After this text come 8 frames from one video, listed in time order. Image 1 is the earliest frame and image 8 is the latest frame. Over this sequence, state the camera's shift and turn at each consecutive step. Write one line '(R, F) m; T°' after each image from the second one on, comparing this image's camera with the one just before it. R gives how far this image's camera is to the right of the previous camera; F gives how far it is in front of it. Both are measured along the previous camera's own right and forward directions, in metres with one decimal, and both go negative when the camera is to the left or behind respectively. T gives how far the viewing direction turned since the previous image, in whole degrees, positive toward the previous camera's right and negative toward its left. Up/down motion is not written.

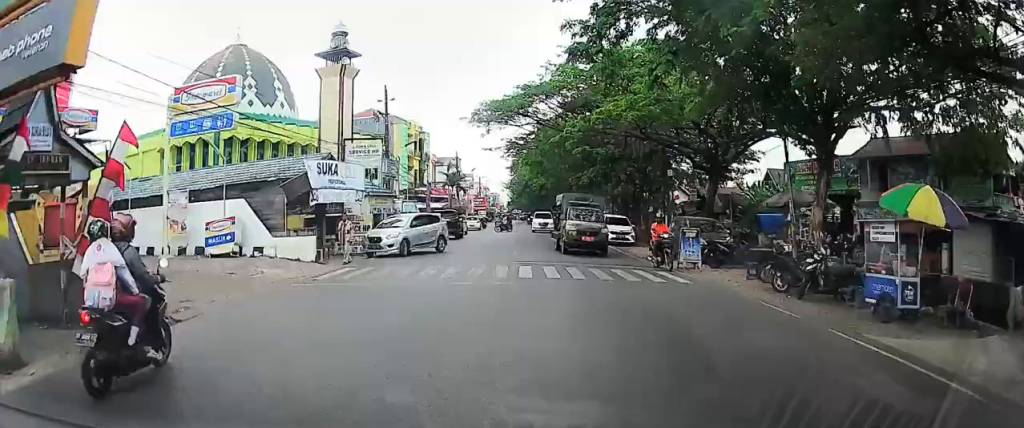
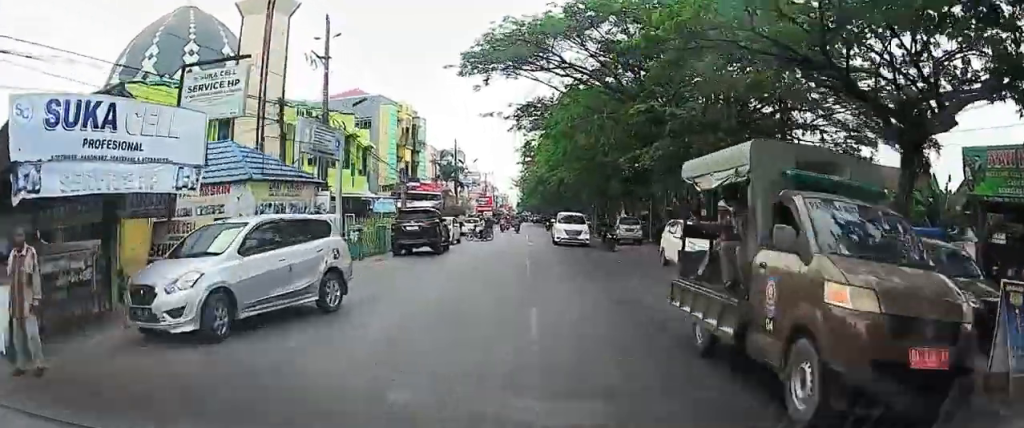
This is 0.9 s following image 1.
(0.0, +12.9) m; 0°
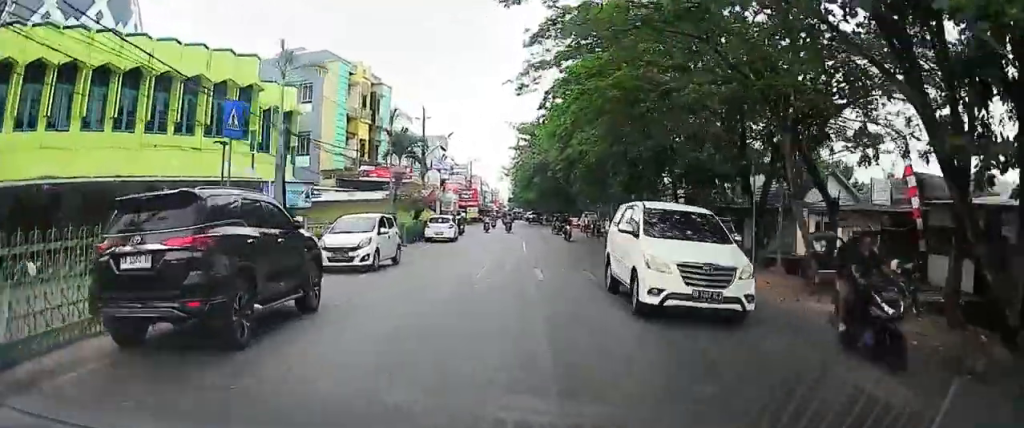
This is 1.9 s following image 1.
(0.0, +16.4) m; +1°
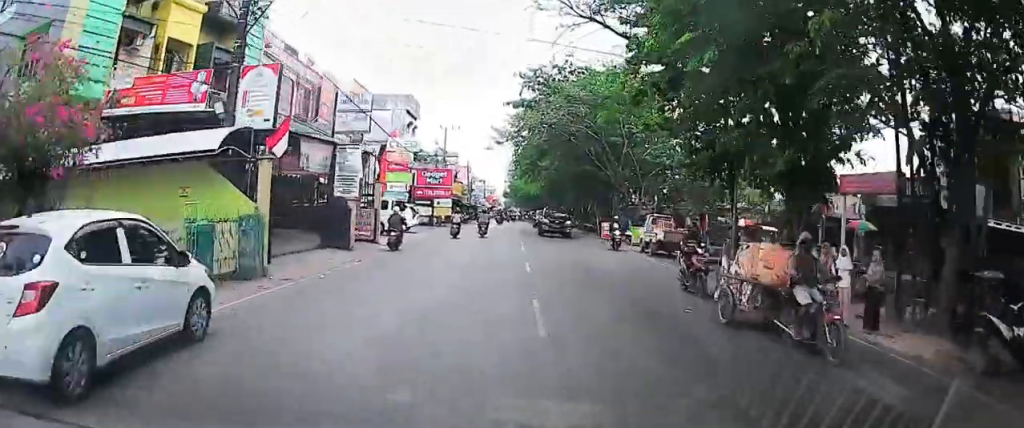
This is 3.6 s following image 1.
(+0.6, +29.1) m; 0°
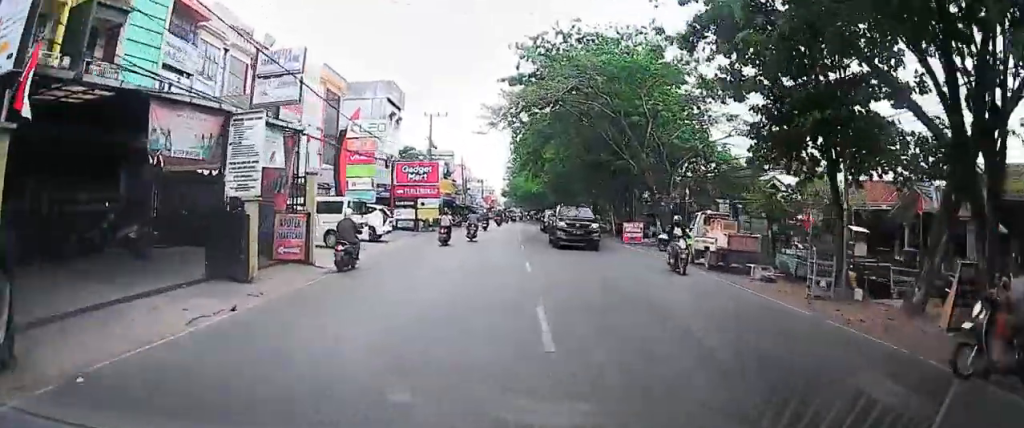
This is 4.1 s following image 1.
(-0.3, +7.4) m; -1°
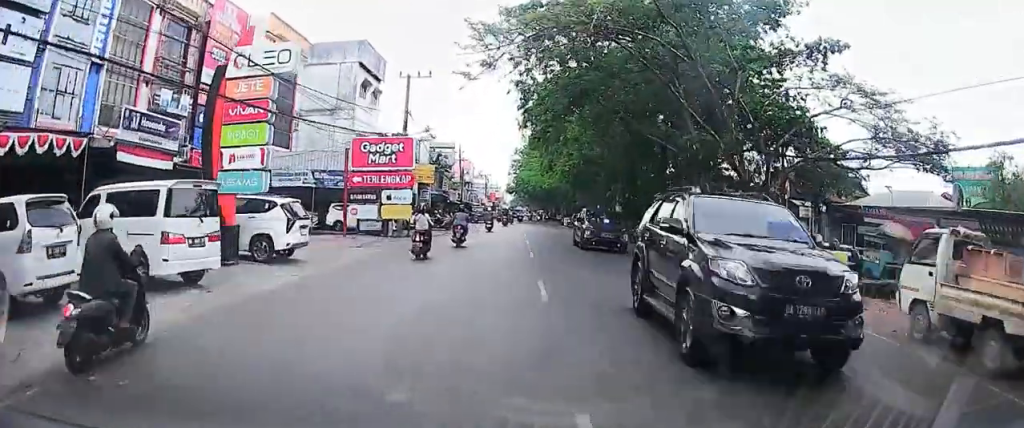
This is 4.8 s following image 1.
(-0.3, +13.4) m; 0°
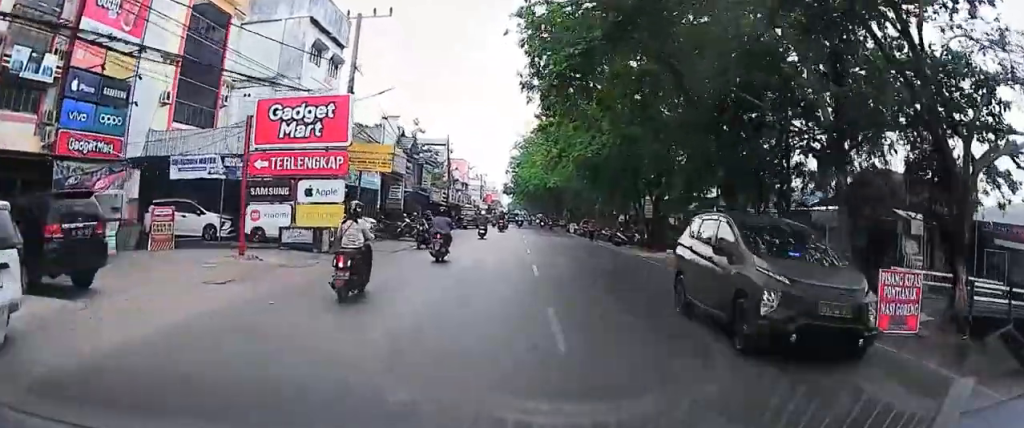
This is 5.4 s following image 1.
(+0.2, +11.3) m; +1°
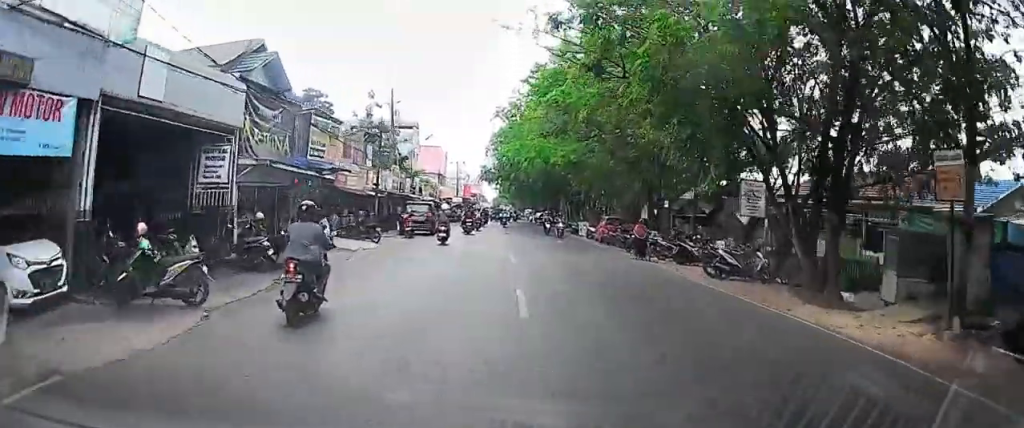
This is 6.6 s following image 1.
(+0.1, +22.7) m; 0°
